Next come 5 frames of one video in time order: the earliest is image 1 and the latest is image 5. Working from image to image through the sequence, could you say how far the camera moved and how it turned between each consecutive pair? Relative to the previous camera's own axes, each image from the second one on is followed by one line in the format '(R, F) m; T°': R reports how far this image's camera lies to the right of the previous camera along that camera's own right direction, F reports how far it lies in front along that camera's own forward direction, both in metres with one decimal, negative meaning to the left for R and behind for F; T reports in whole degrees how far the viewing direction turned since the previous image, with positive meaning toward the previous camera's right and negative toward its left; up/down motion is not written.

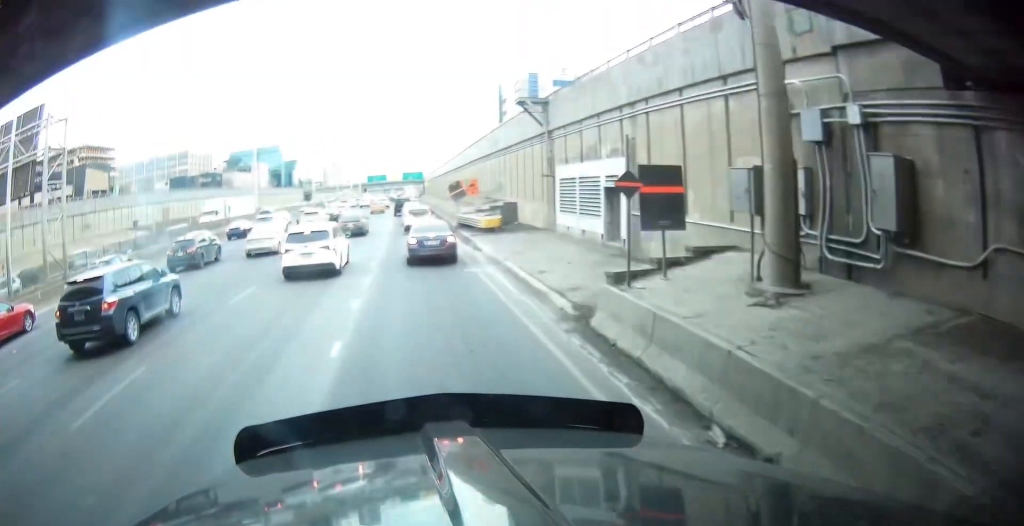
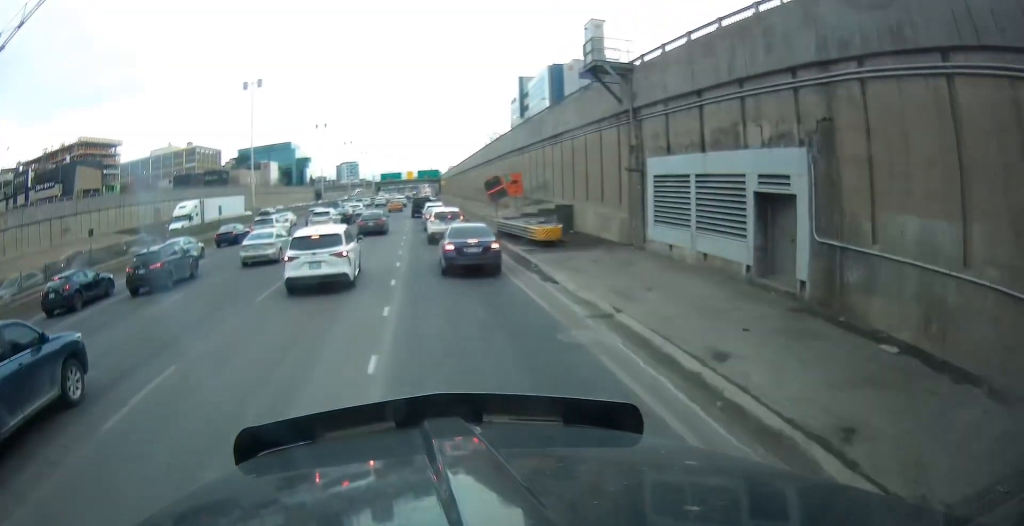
(-0.2, +10.0) m; -3°
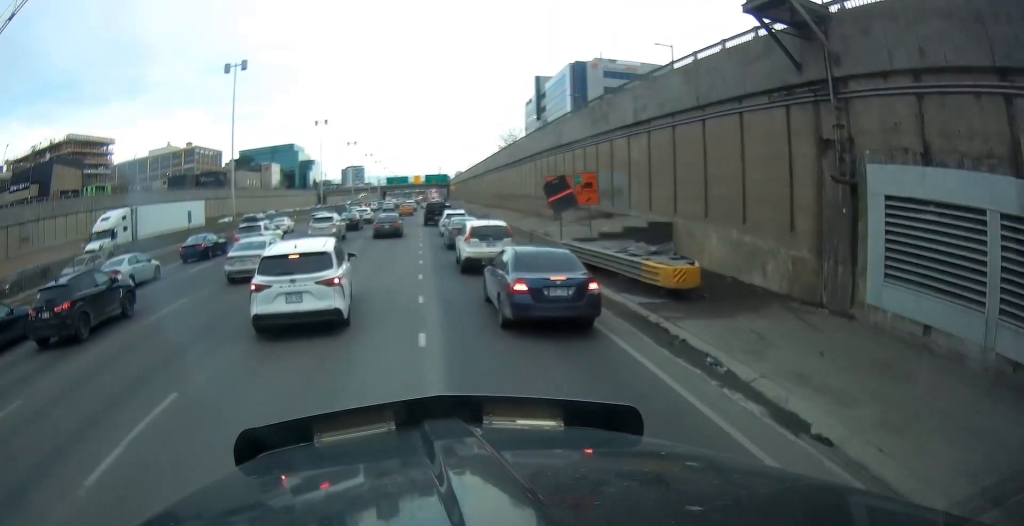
(-0.4, +10.3) m; -4°
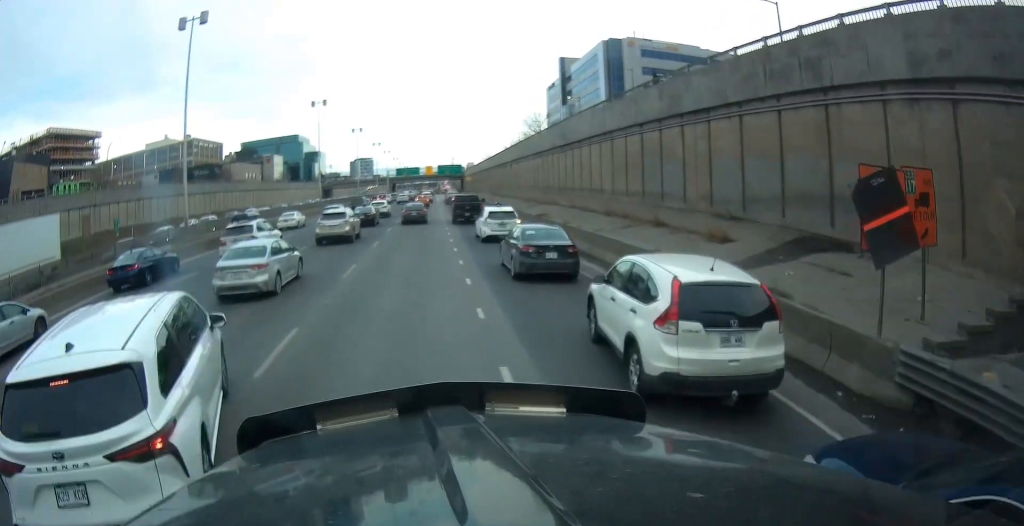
(-0.4, +15.5) m; 0°
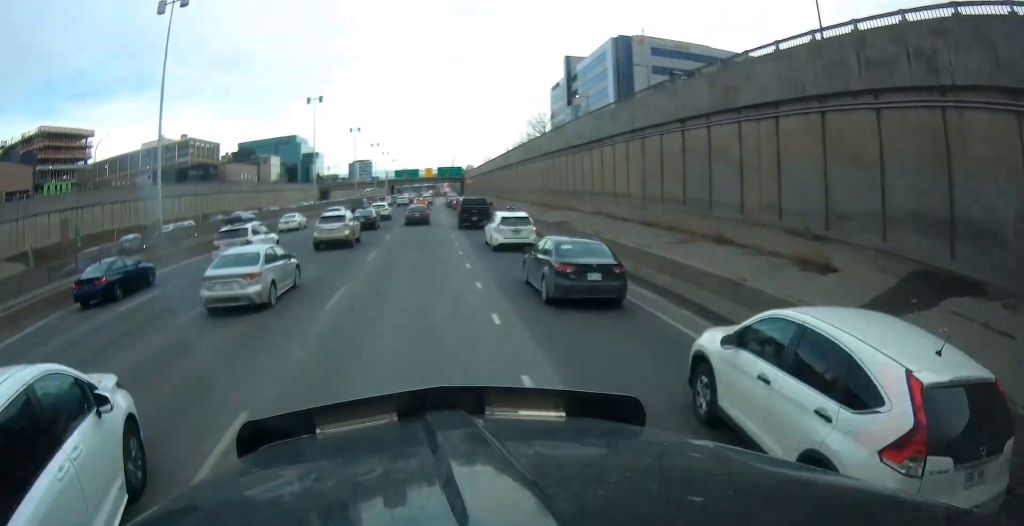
(+0.2, +4.1) m; +1°
